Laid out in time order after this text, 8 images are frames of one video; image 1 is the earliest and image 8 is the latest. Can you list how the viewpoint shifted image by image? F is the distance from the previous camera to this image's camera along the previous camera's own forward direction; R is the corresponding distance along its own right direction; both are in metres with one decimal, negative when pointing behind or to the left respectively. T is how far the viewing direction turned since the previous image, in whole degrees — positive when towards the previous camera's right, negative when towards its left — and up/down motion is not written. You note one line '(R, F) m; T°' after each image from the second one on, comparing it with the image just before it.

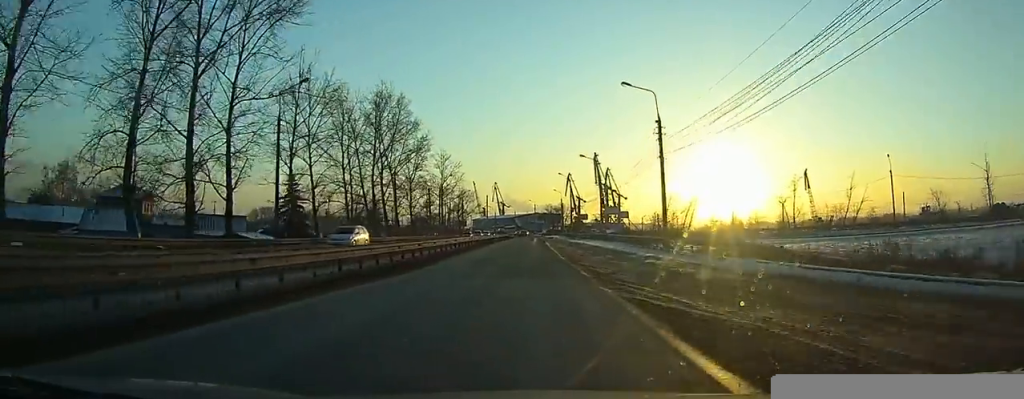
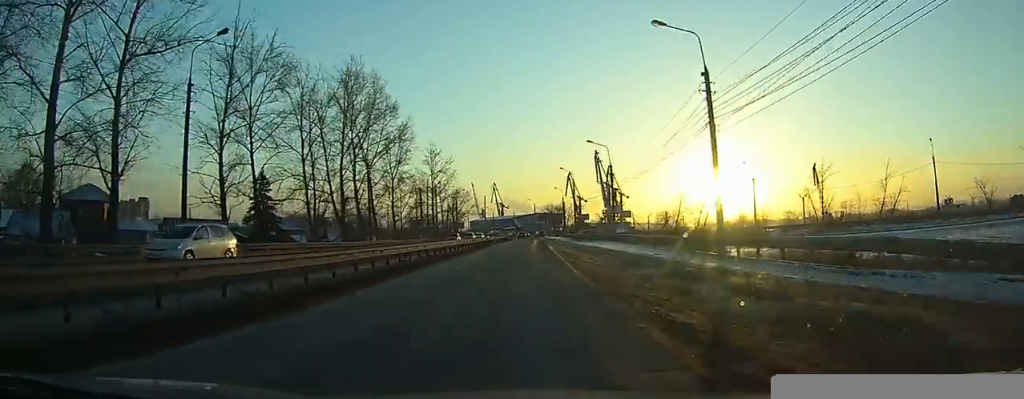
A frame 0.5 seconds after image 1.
(+0.1, +10.6) m; +1°
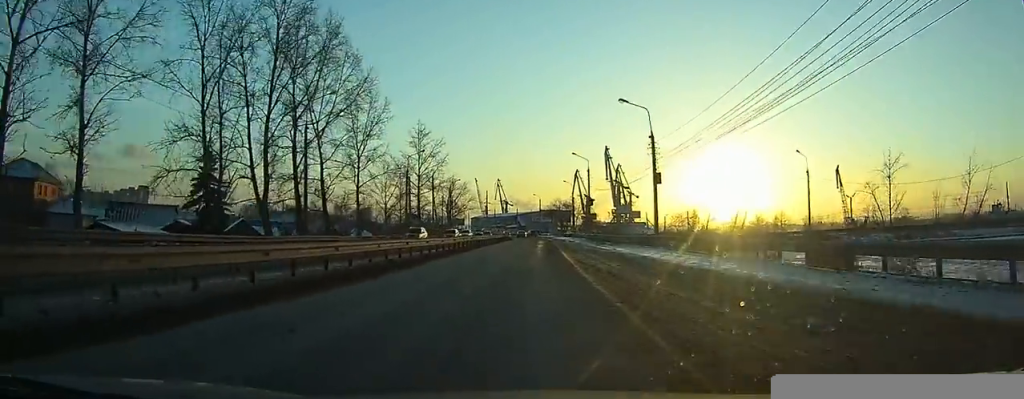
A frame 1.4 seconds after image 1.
(+0.1, +17.1) m; 0°
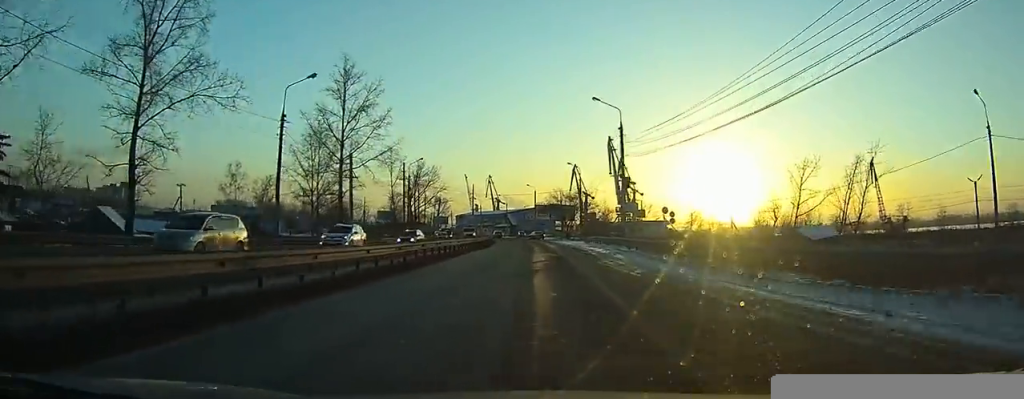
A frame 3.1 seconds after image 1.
(+0.3, +34.1) m; +1°
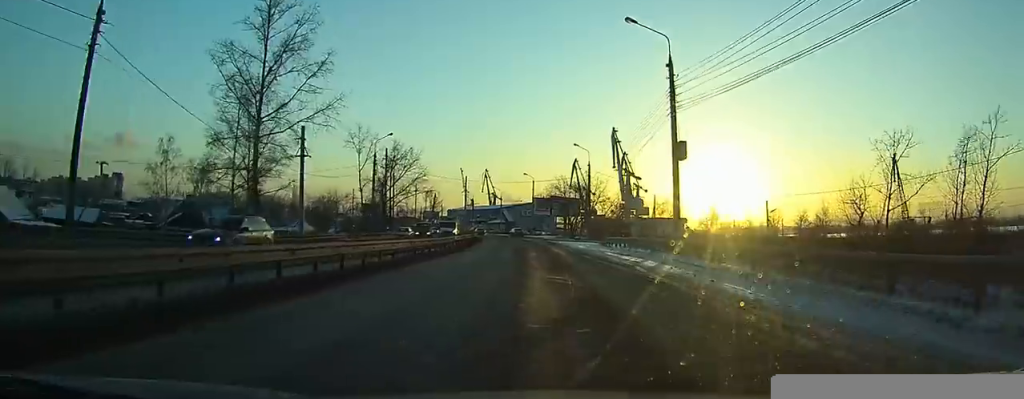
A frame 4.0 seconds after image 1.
(+0.1, +17.6) m; +1°
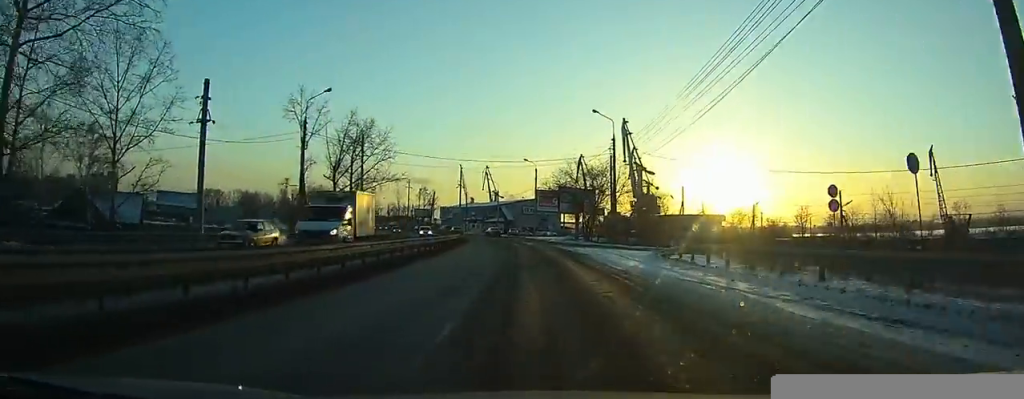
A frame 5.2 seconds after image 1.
(+0.1, +22.0) m; +1°
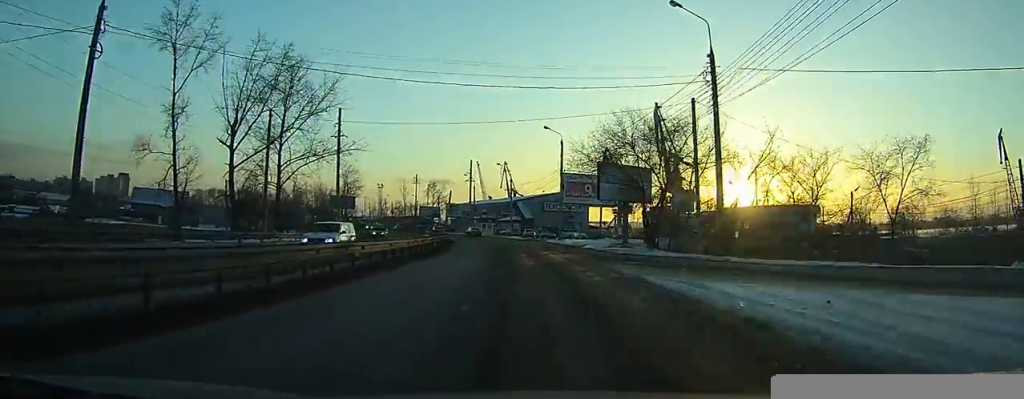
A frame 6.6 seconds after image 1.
(+0.2, +27.1) m; 0°
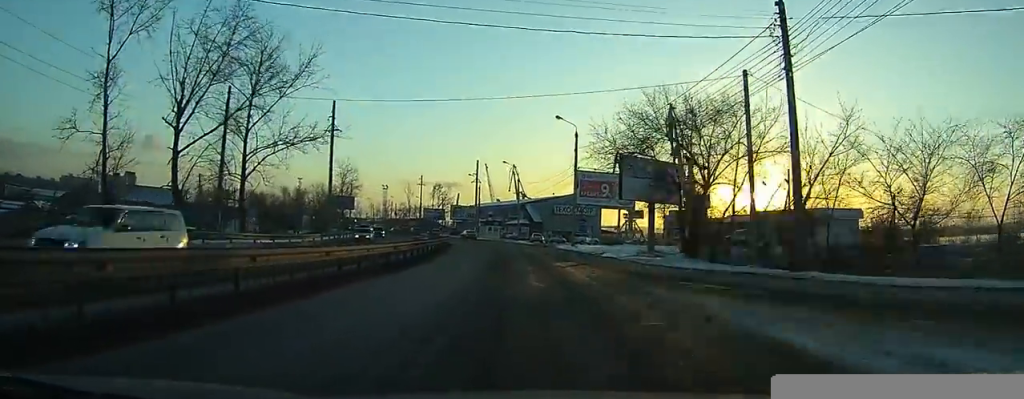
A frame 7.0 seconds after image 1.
(-0.1, +8.0) m; -1°
